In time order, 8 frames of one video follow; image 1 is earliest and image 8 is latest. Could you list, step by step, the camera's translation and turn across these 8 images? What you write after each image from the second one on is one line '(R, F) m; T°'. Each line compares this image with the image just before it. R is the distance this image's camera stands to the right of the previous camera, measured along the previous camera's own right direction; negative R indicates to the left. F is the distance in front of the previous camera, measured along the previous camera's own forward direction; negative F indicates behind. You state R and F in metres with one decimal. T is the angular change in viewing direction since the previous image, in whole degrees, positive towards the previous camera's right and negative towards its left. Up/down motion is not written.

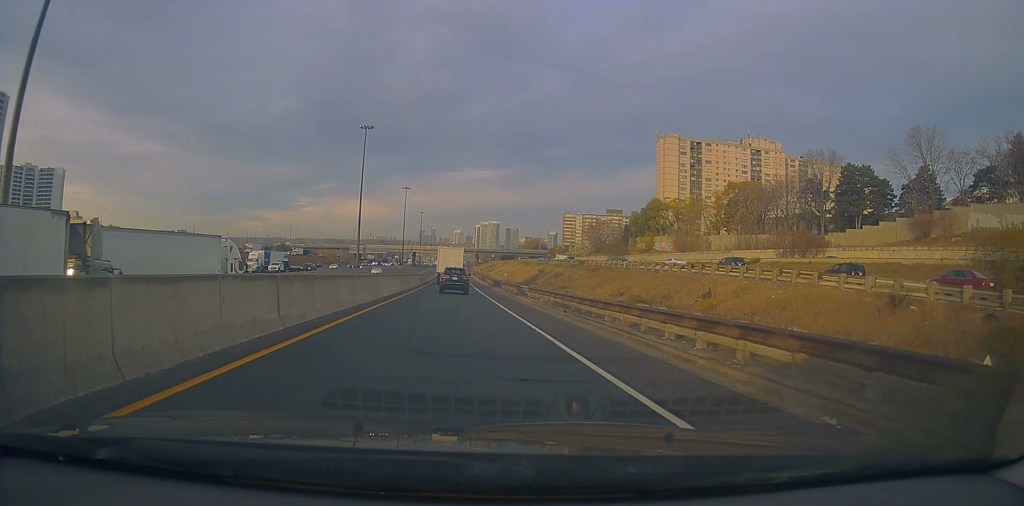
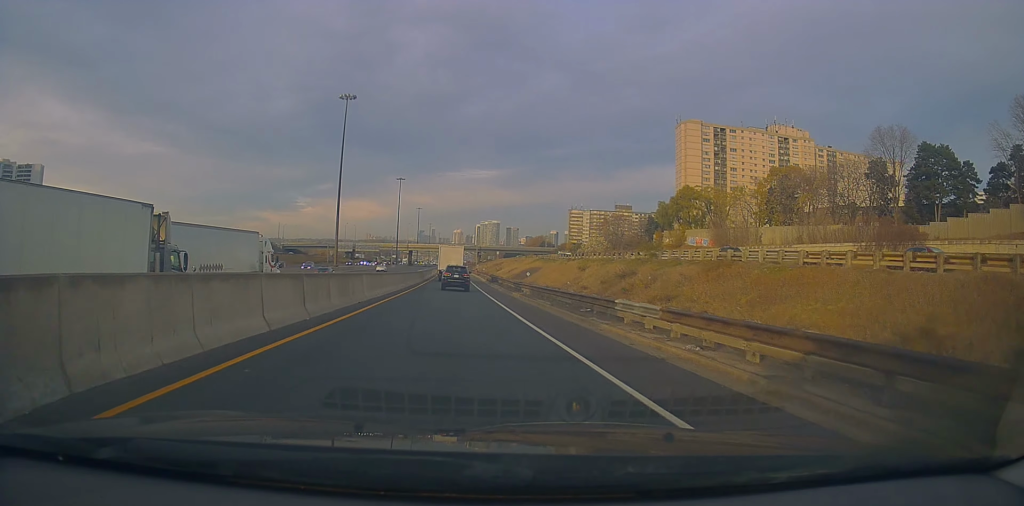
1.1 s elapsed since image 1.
(+0.5, +24.1) m; +1°
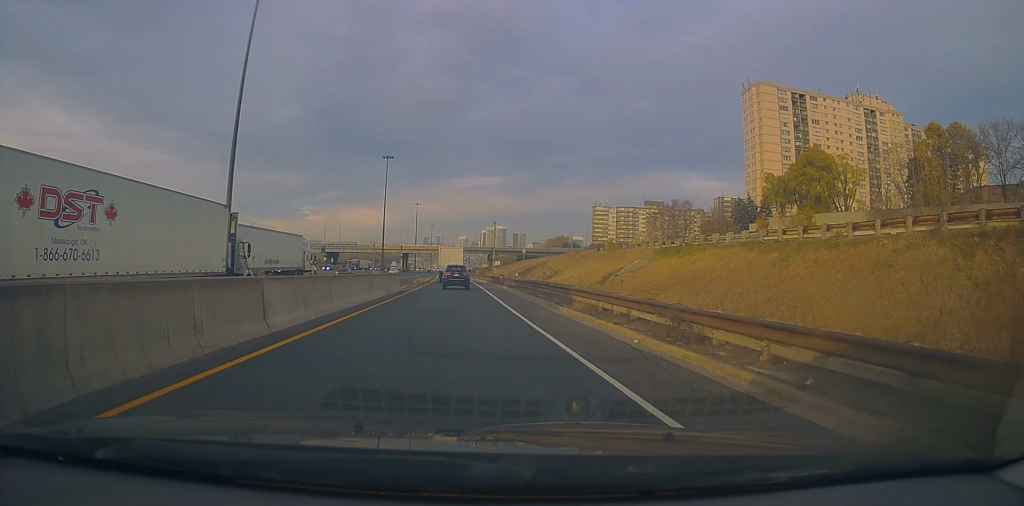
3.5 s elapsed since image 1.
(-1.3, +56.3) m; -2°
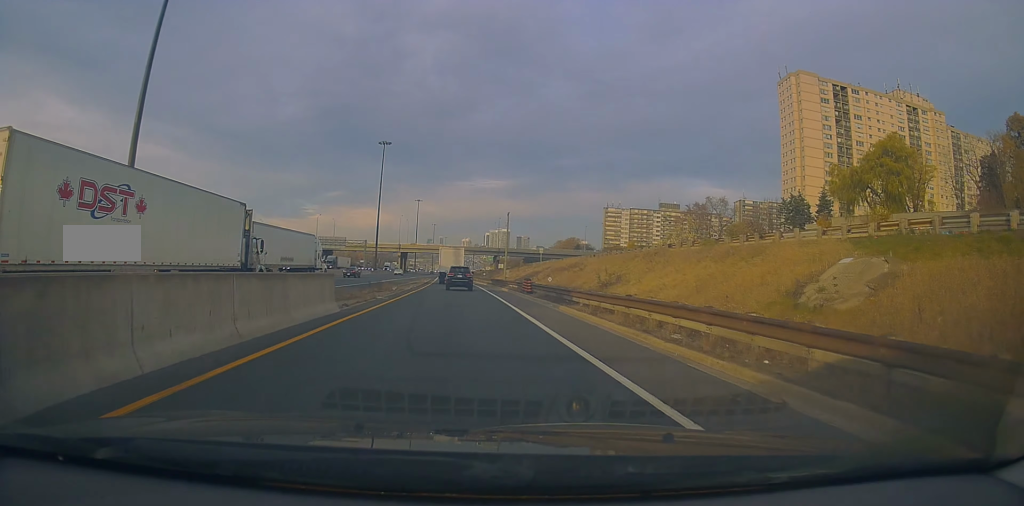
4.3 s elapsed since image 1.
(0.0, +20.3) m; 0°
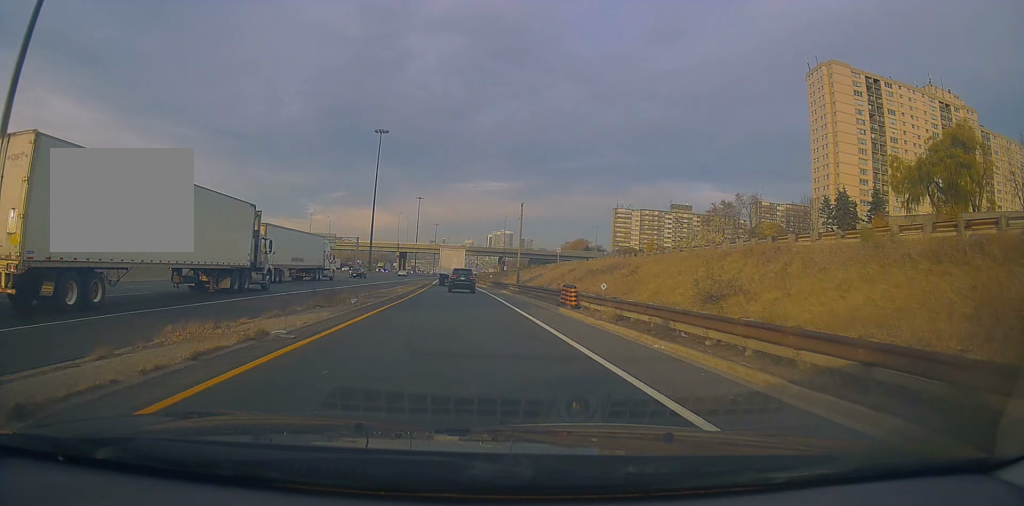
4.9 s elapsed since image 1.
(0.0, +14.0) m; 0°
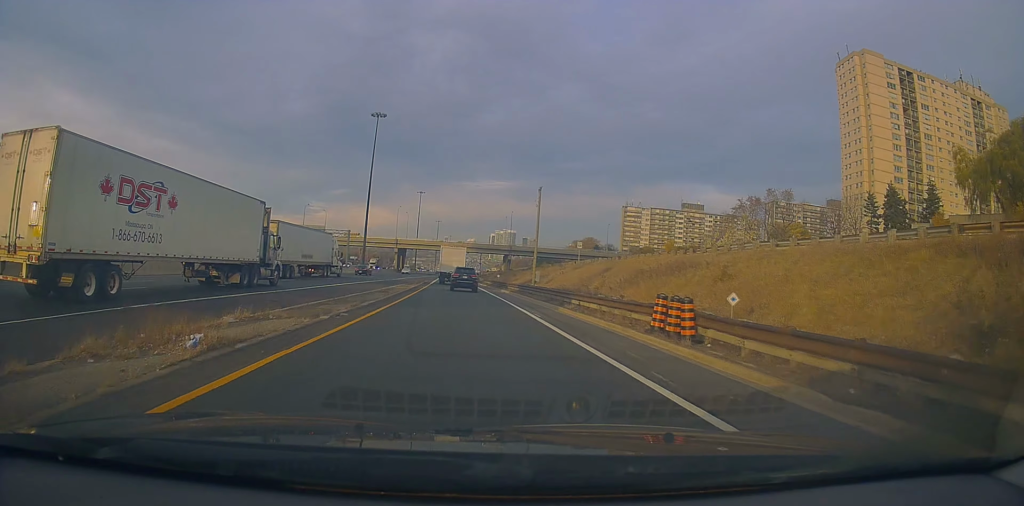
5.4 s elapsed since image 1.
(0.0, +12.9) m; 0°
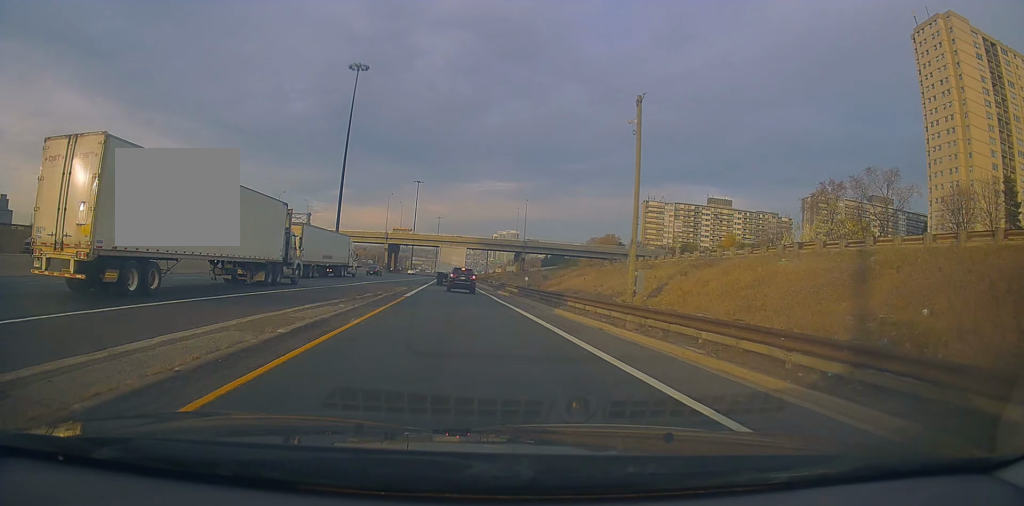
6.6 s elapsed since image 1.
(0.0, +32.3) m; 0°
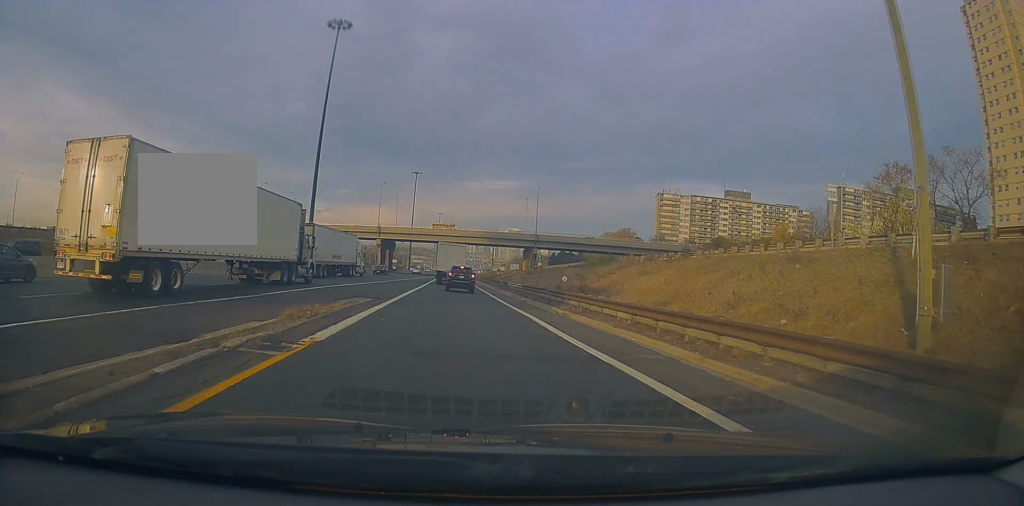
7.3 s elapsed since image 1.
(0.0, +18.1) m; -1°
